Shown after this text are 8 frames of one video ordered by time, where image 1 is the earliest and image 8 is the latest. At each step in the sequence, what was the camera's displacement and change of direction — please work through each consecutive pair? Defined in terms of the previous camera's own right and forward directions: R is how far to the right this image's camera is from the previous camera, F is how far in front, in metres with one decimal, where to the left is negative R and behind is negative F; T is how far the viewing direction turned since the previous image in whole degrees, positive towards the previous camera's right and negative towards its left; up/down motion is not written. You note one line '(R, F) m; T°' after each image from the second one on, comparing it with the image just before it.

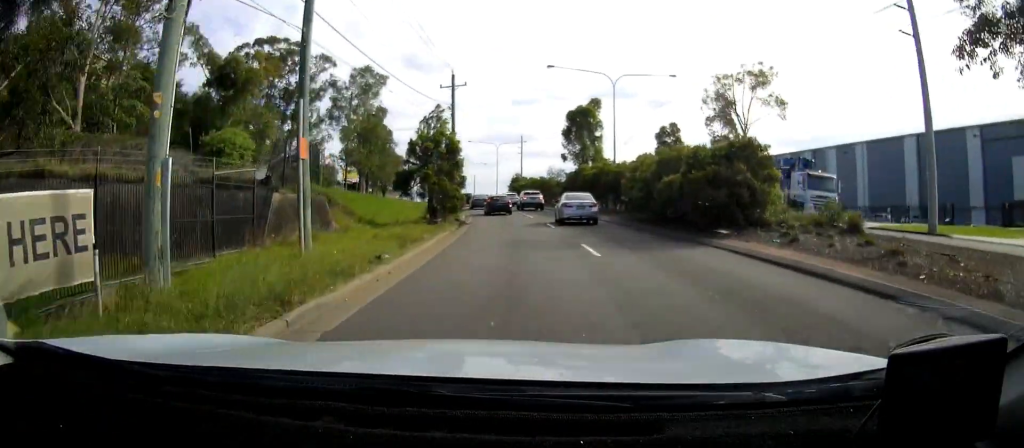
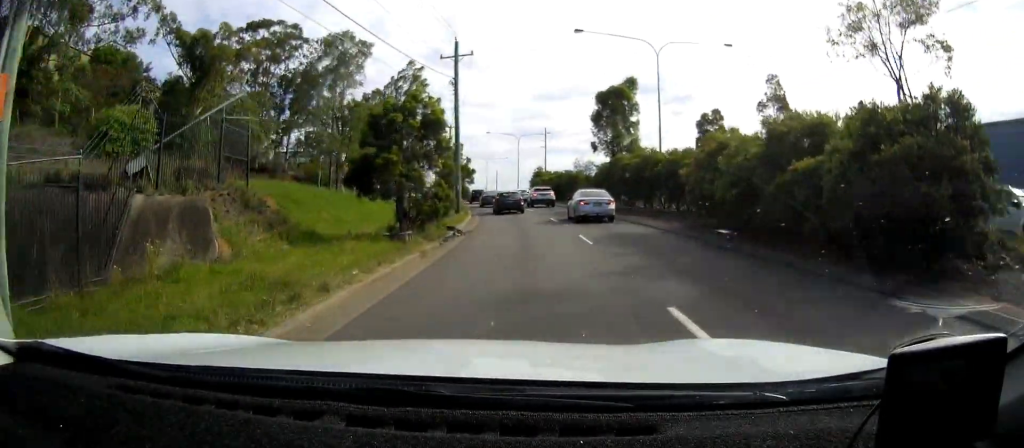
(0.0, +9.2) m; -1°
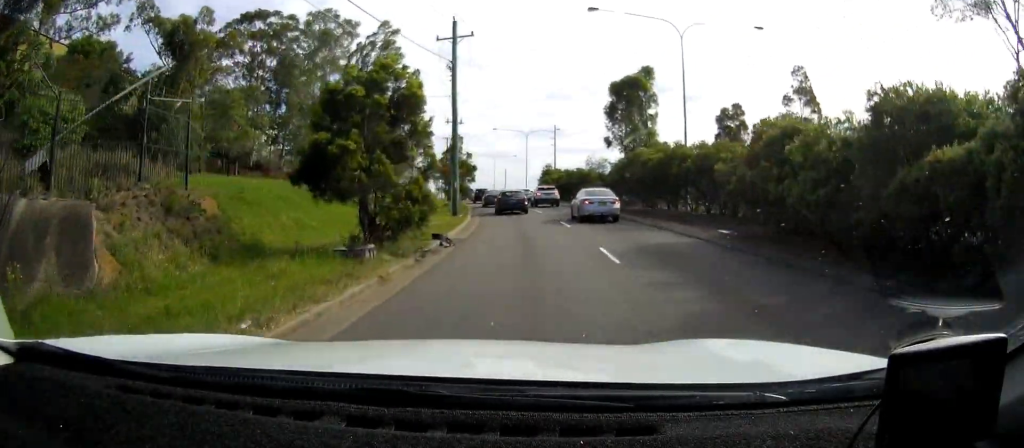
(+0.1, +4.2) m; -2°
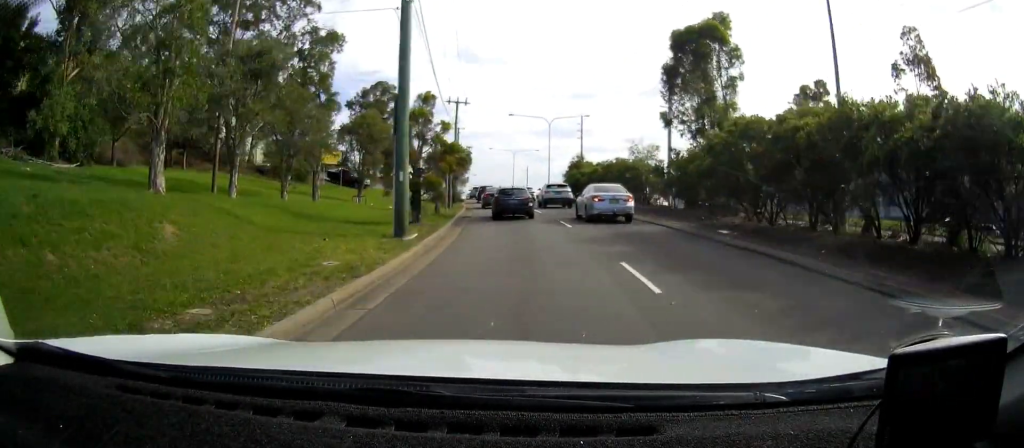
(-1.0, +15.0) m; -7°
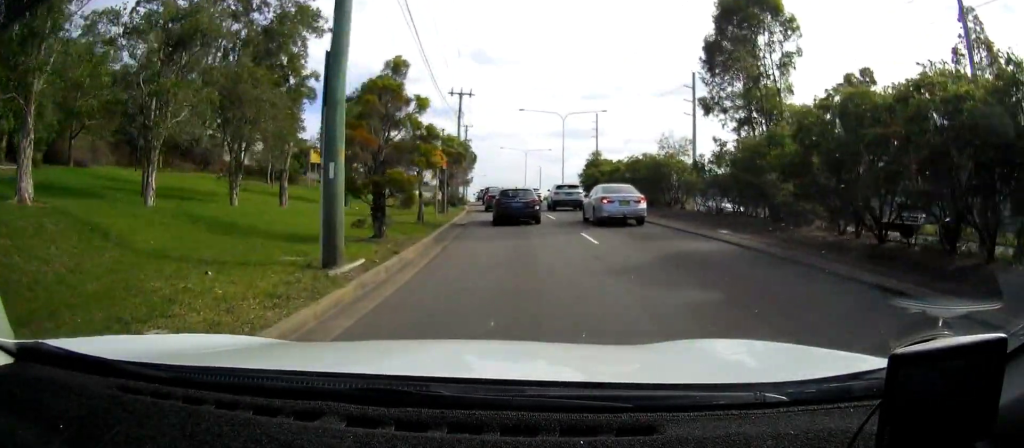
(+0.1, +6.0) m; -3°
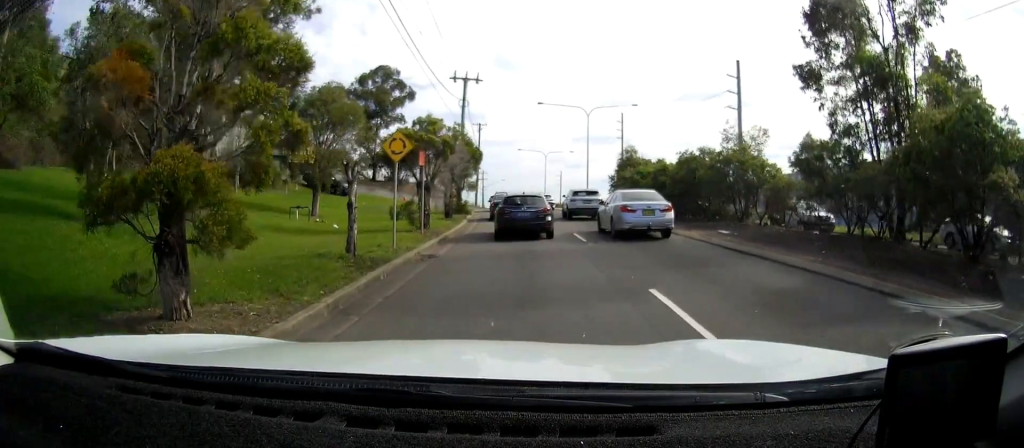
(-0.7, +8.8) m; -5°
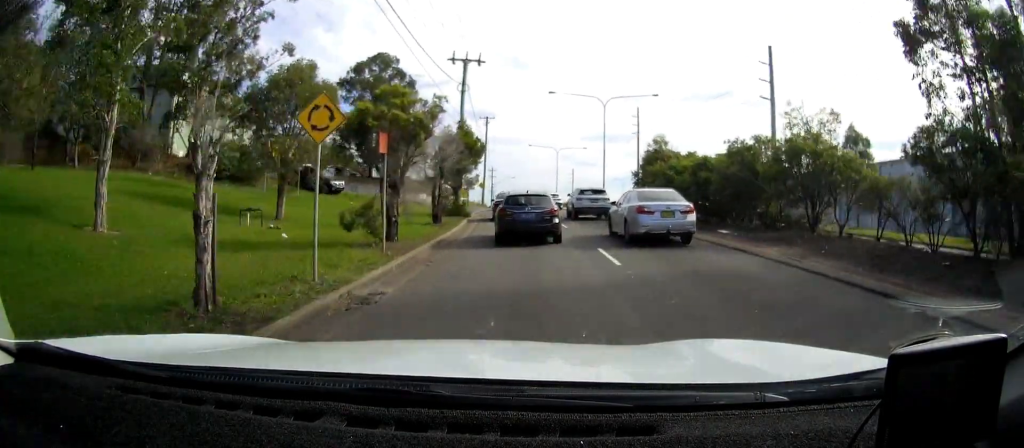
(0.0, +5.3) m; 0°
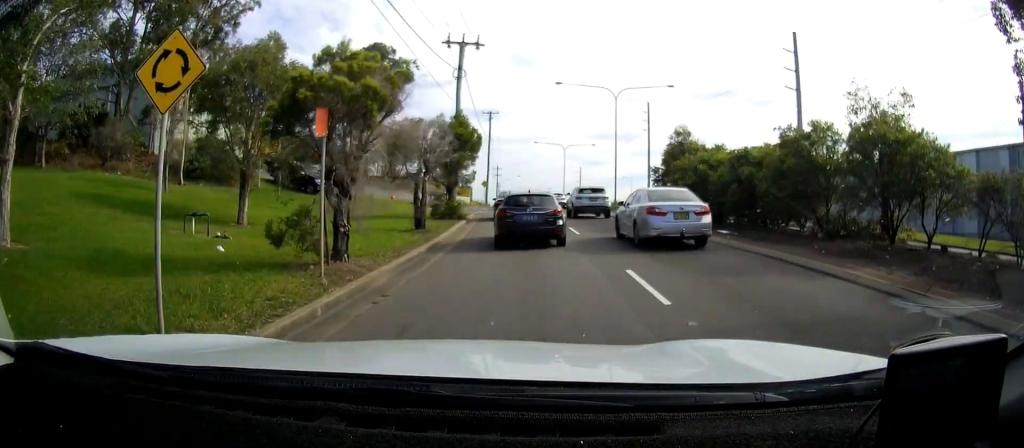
(0.0, +4.0) m; 0°
